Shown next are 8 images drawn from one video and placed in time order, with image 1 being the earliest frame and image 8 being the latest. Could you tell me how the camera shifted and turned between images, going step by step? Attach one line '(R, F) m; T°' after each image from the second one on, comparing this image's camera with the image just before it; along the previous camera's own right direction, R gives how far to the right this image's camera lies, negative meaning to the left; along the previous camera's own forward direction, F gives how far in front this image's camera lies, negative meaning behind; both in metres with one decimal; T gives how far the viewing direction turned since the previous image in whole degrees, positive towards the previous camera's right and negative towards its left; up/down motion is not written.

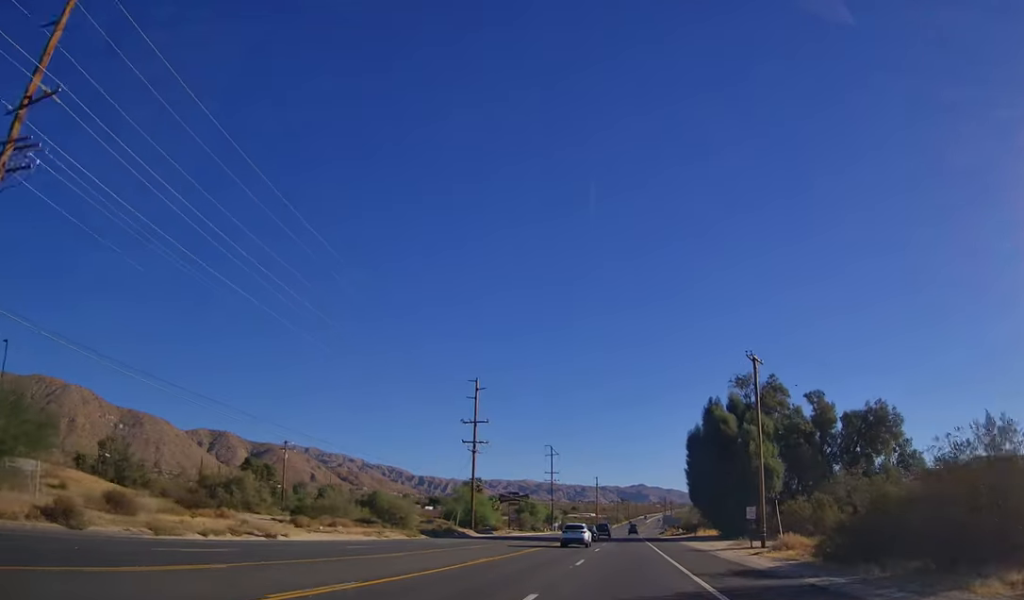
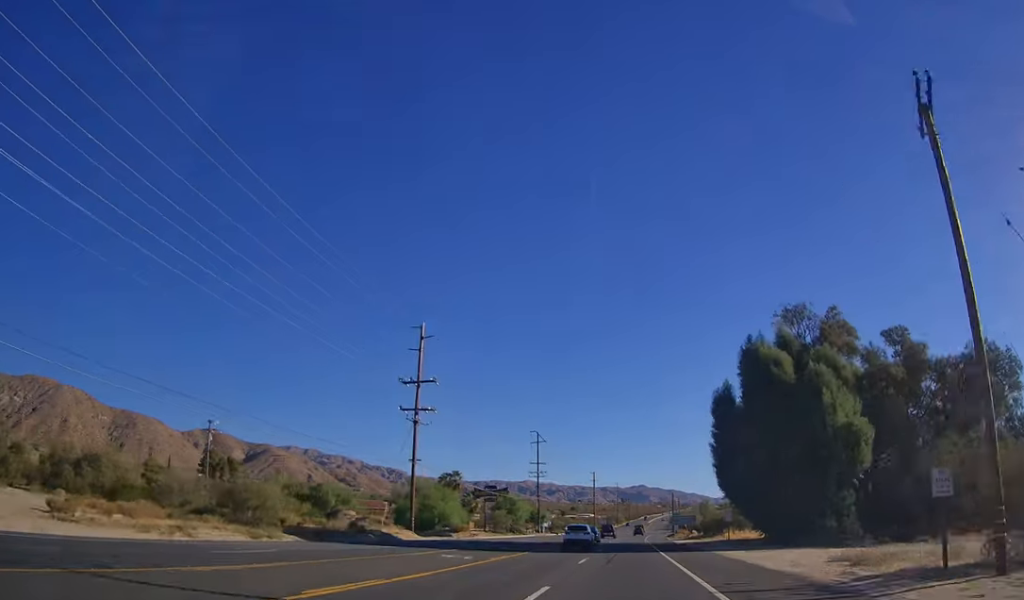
(-0.4, +27.2) m; 0°
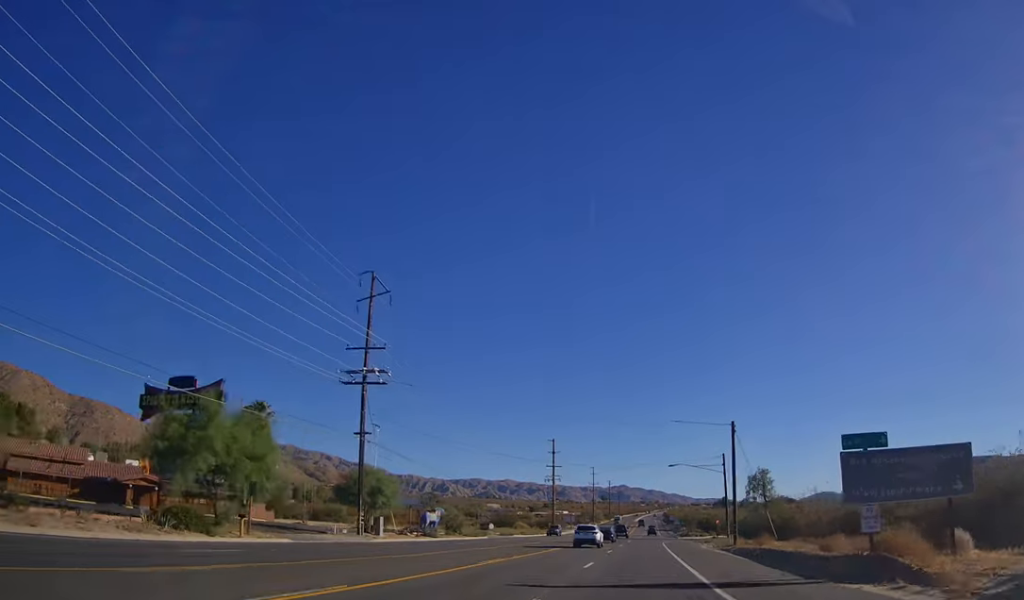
(+0.4, +90.3) m; +1°
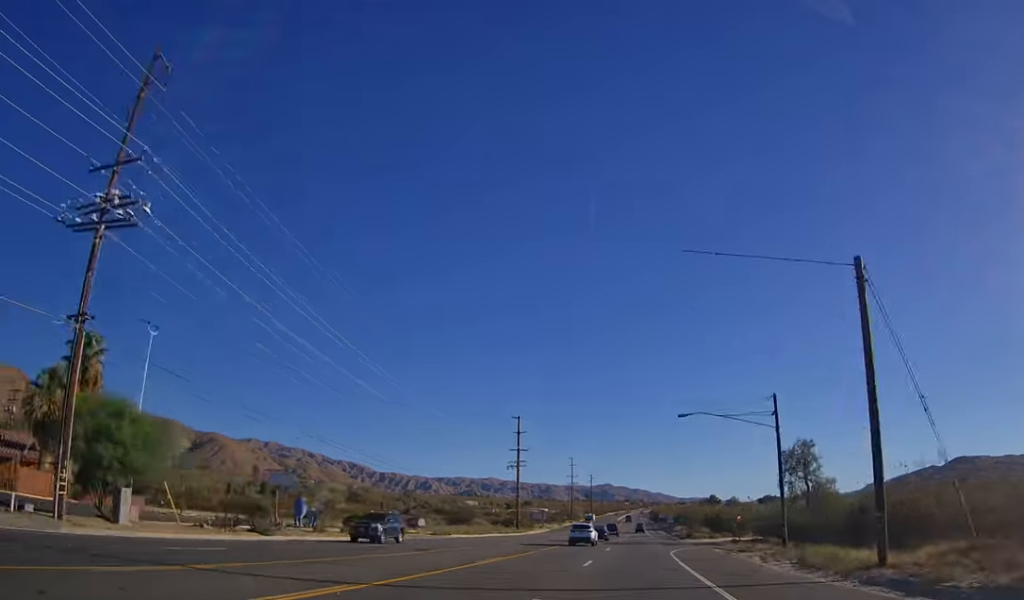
(+0.2, +29.4) m; +1°
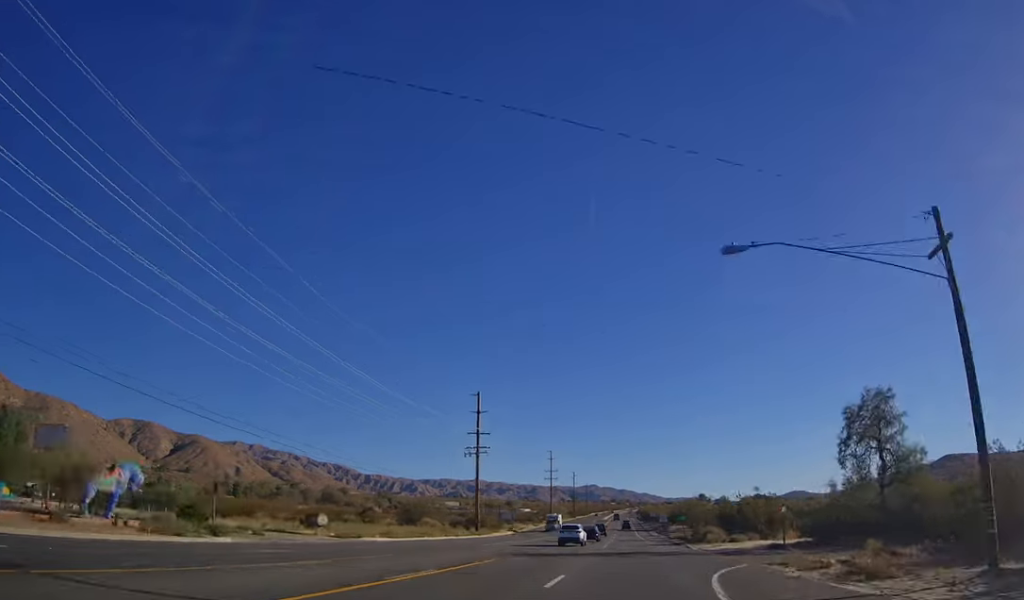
(0.0, +23.0) m; +1°
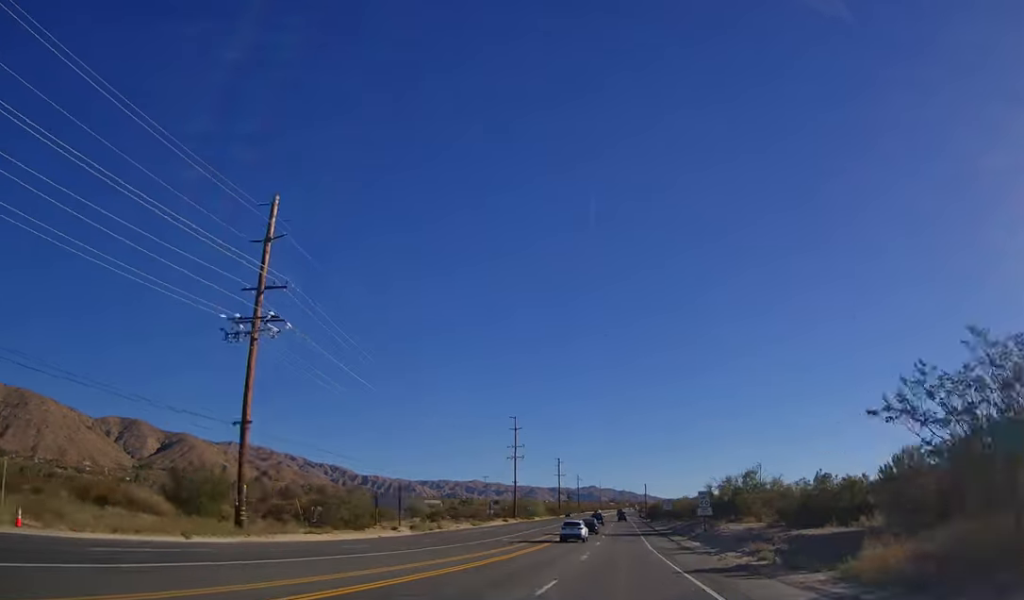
(+1.3, +62.9) m; +2°
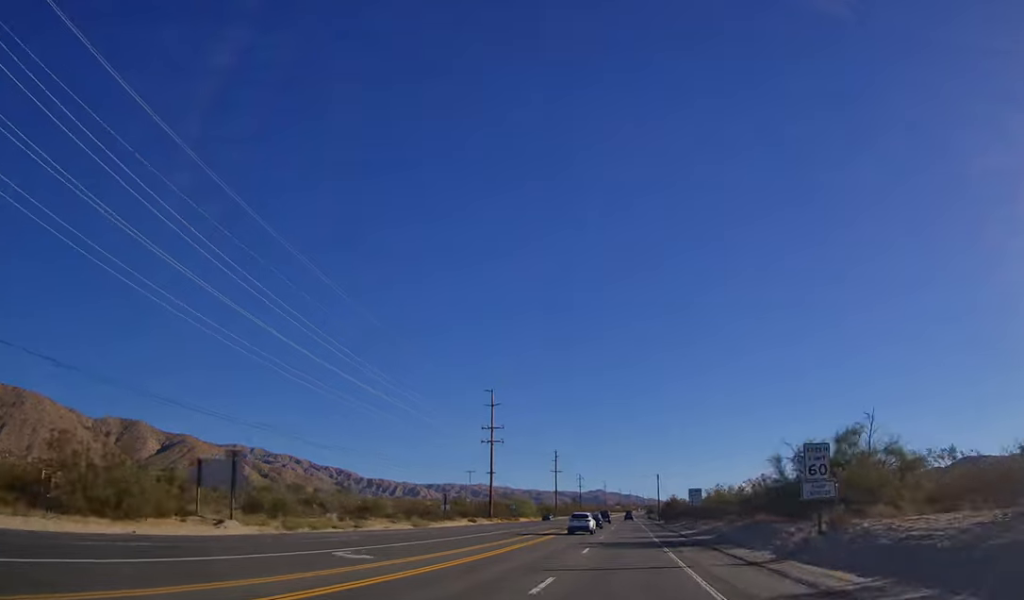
(0.0, +30.1) m; 0°
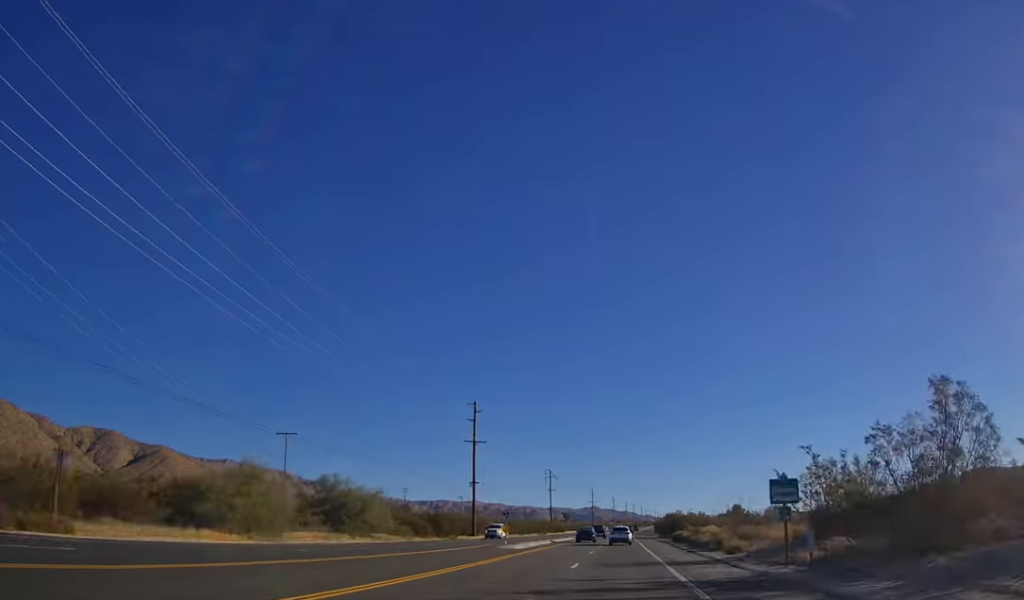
(-0.1, +105.6) m; 0°
